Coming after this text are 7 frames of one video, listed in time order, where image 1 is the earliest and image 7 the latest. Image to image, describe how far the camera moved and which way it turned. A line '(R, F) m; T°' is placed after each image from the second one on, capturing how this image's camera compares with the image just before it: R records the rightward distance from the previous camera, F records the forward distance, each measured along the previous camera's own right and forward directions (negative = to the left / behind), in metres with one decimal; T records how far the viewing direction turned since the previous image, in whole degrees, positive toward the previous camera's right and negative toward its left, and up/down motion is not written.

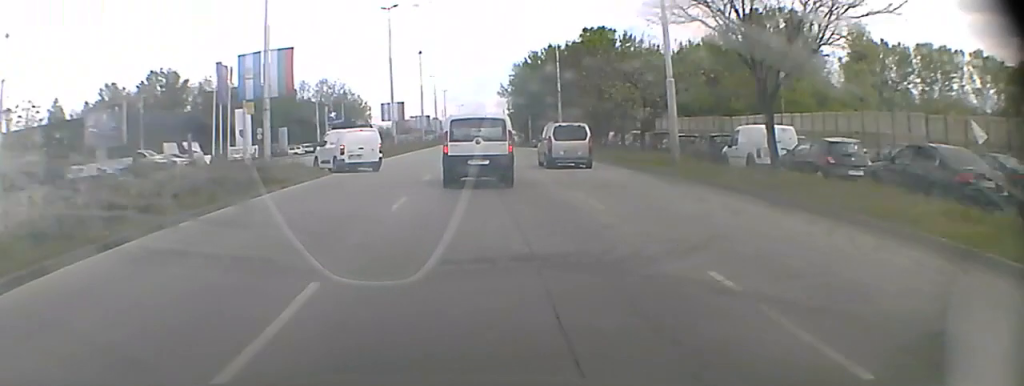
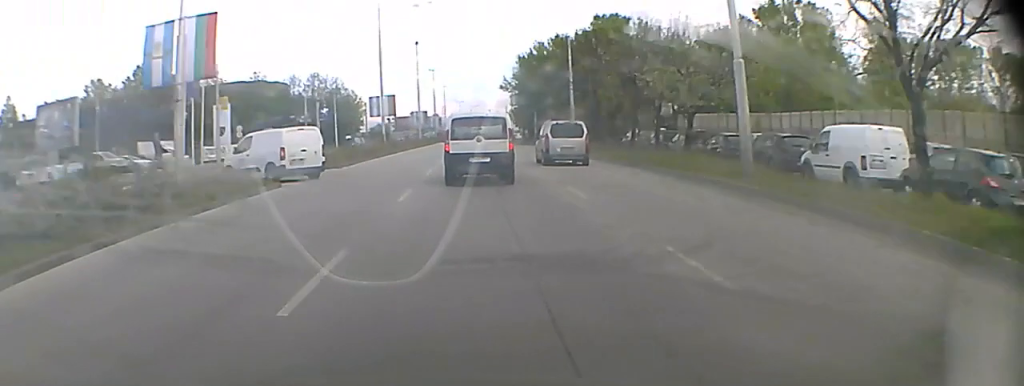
(0.0, +7.3) m; 0°
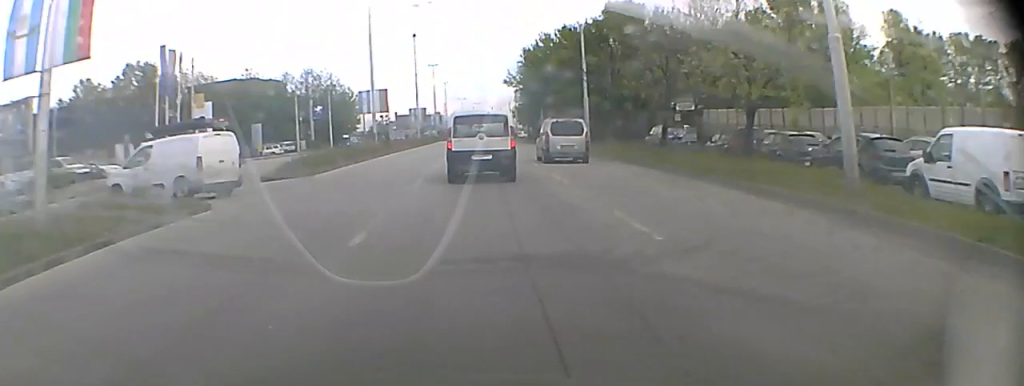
(0.0, +5.9) m; 0°
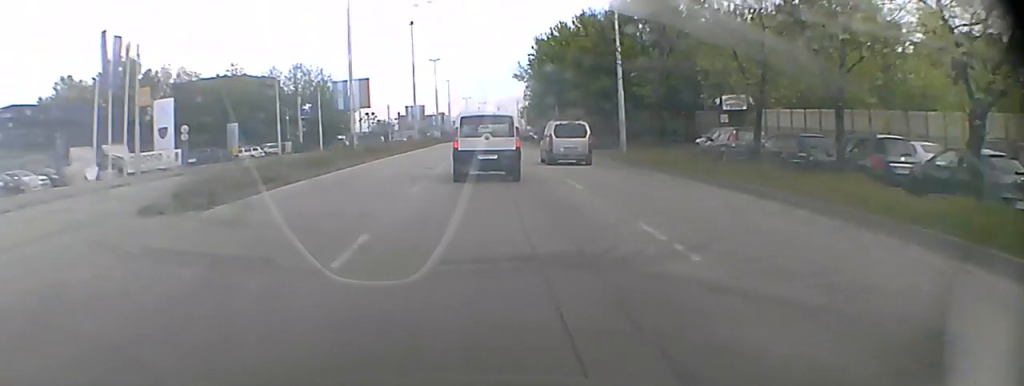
(0.0, +10.3) m; 0°
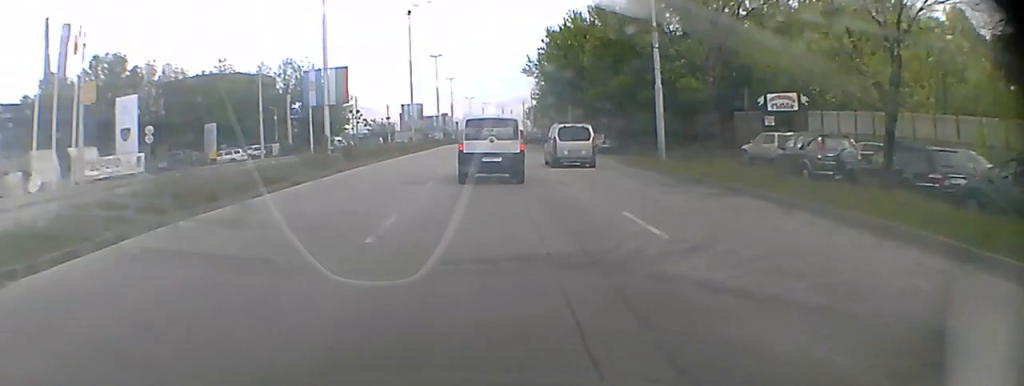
(0.0, +7.3) m; 0°
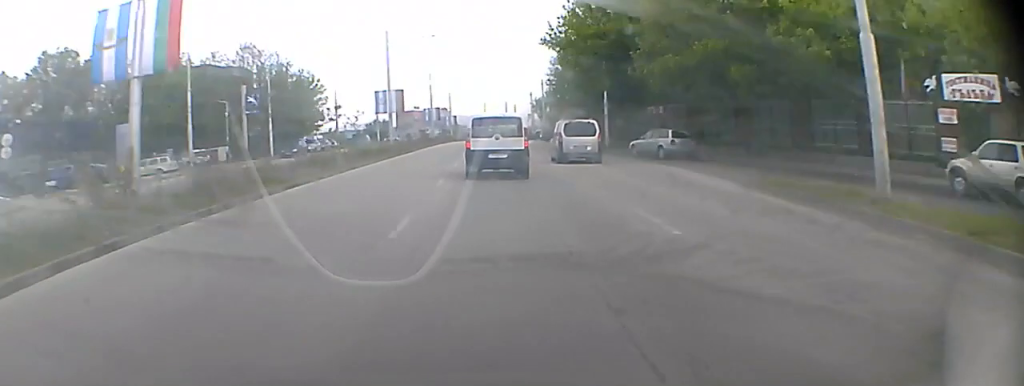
(0.0, +17.6) m; 0°
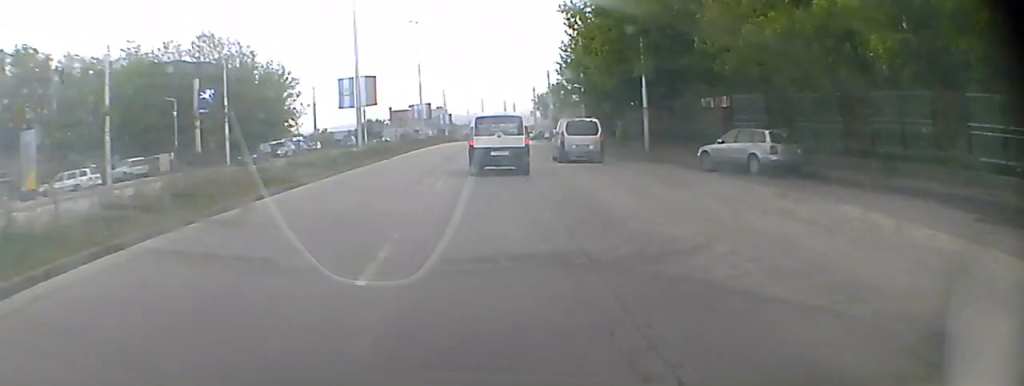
(0.0, +13.2) m; 0°
